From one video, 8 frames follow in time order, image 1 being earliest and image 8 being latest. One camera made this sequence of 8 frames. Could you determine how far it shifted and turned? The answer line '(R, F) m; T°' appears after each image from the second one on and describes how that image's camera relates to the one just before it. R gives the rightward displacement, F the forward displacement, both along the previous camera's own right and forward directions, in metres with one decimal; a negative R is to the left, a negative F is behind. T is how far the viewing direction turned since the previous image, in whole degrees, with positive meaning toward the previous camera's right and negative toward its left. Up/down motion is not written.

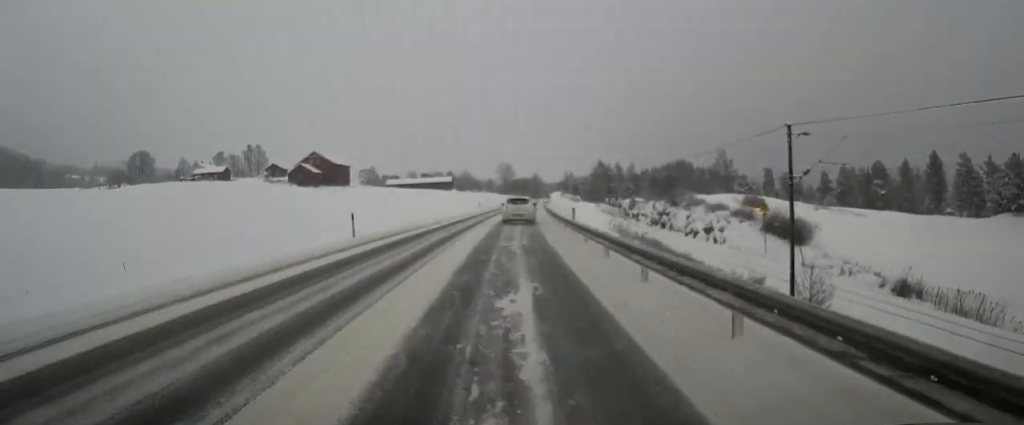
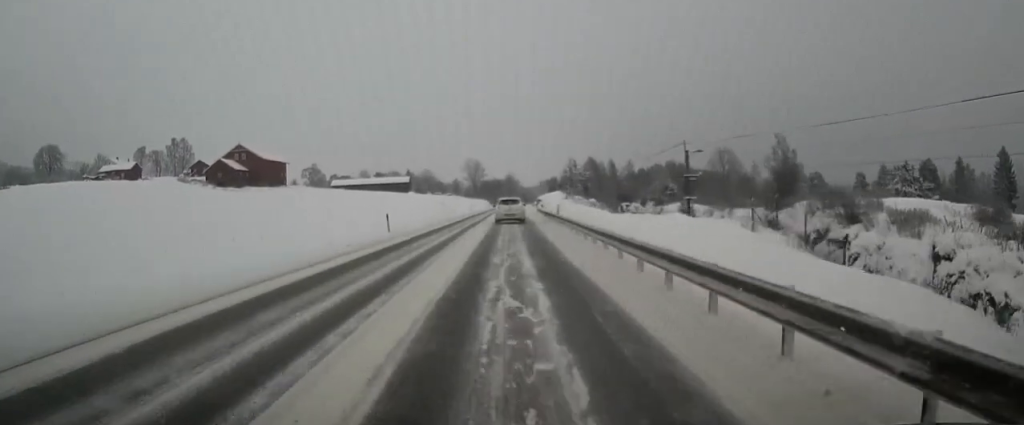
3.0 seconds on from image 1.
(+1.4, +47.7) m; +3°
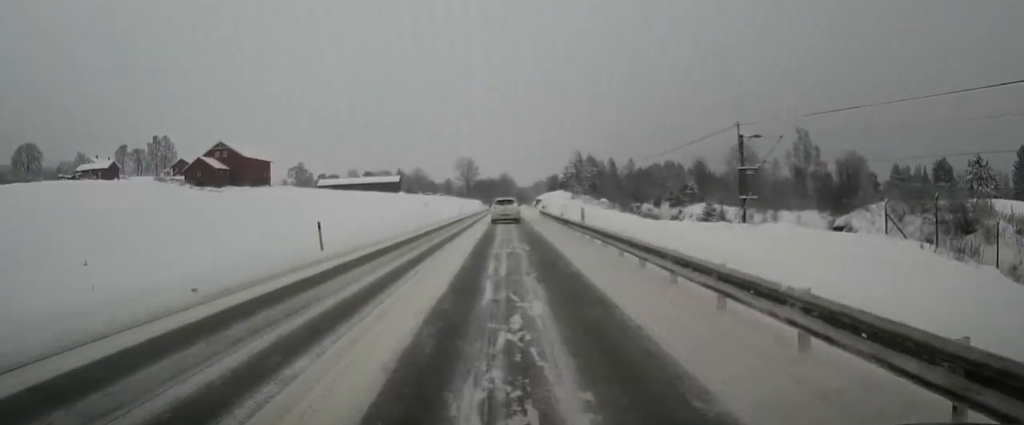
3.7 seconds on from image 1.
(0.0, +10.5) m; 0°
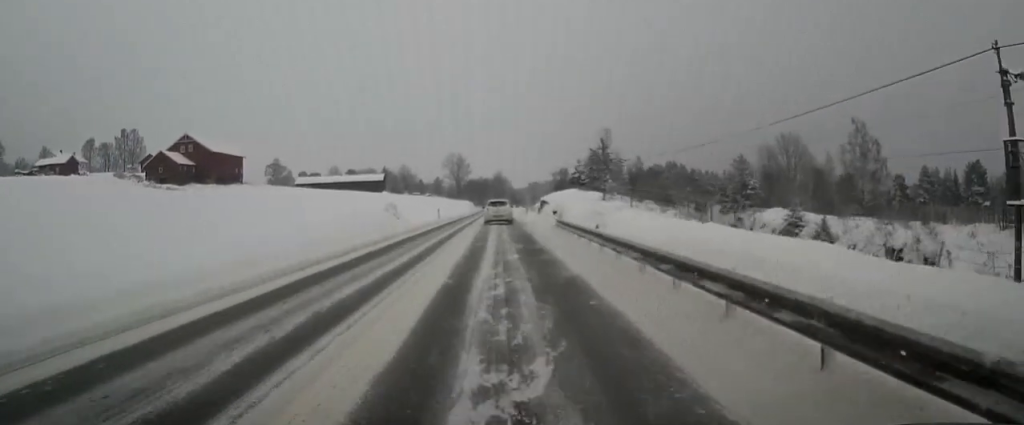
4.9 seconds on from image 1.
(+0.2, +18.7) m; +1°
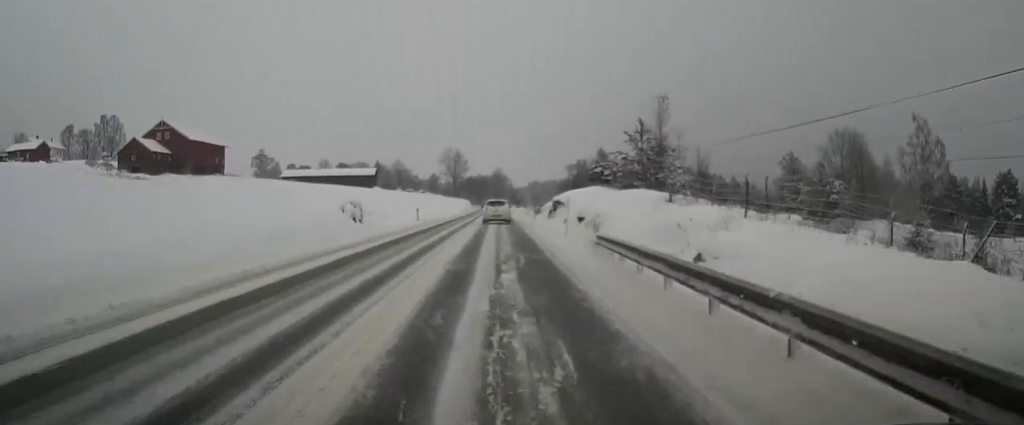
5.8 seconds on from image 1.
(+0.1, +13.6) m; -1°
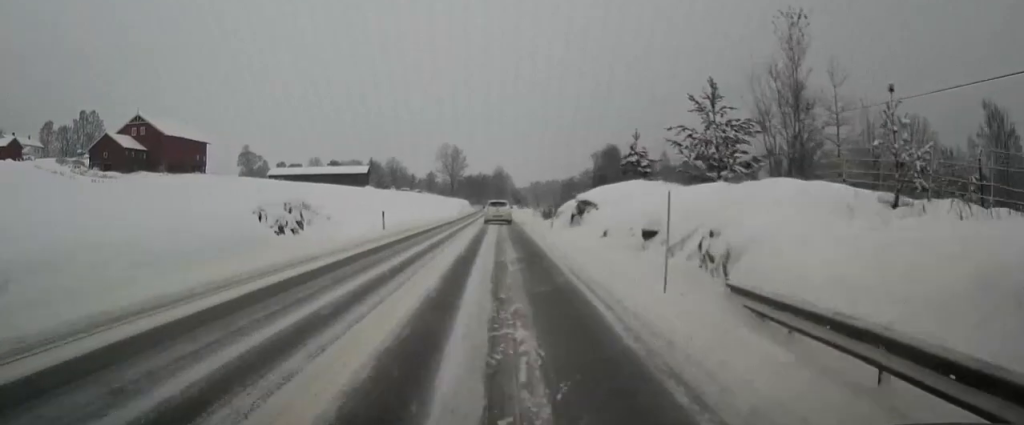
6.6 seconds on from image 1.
(-0.2, +12.6) m; 0°
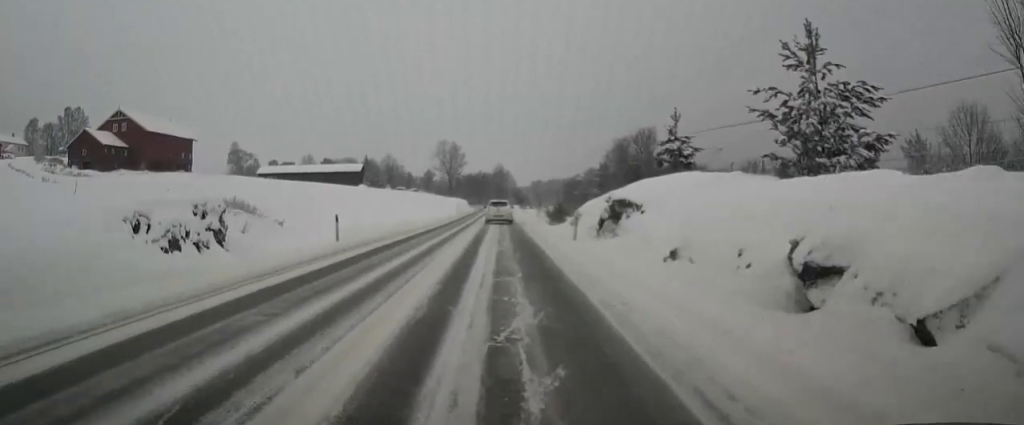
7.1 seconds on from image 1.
(0.0, +8.4) m; 0°
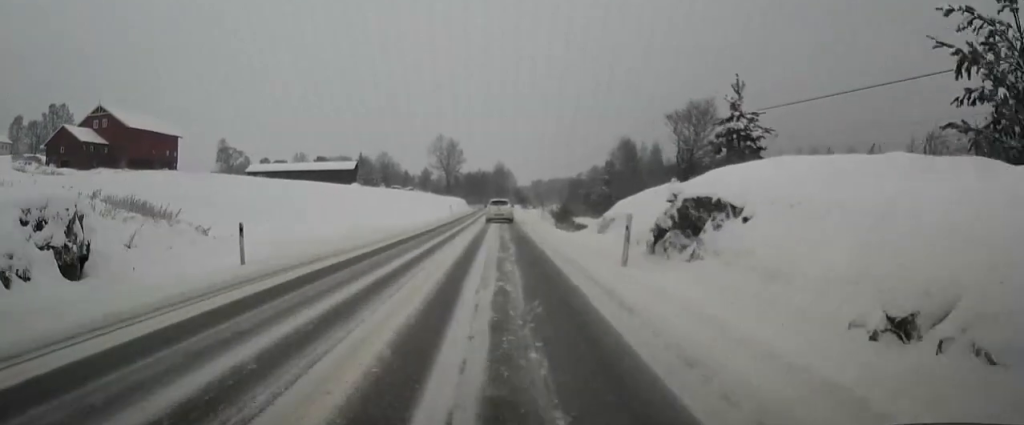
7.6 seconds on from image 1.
(+0.2, +7.9) m; 0°
